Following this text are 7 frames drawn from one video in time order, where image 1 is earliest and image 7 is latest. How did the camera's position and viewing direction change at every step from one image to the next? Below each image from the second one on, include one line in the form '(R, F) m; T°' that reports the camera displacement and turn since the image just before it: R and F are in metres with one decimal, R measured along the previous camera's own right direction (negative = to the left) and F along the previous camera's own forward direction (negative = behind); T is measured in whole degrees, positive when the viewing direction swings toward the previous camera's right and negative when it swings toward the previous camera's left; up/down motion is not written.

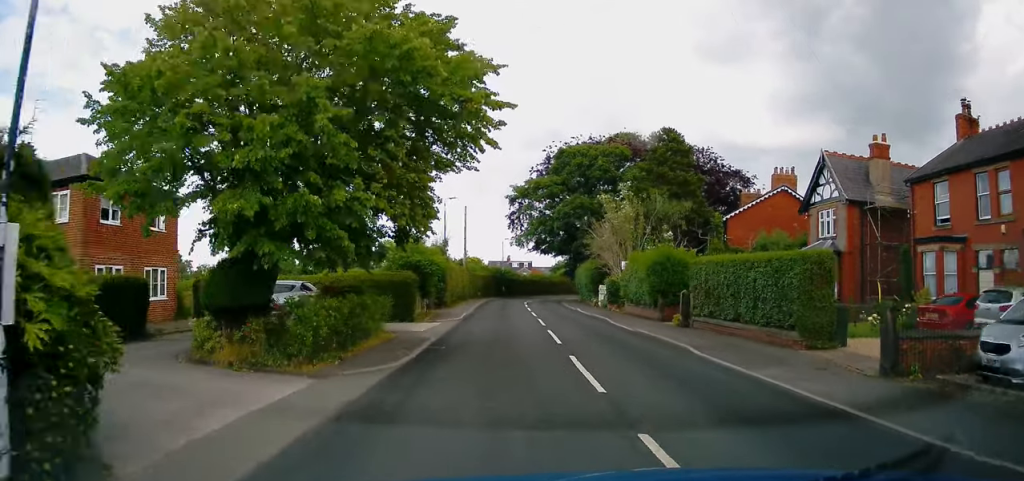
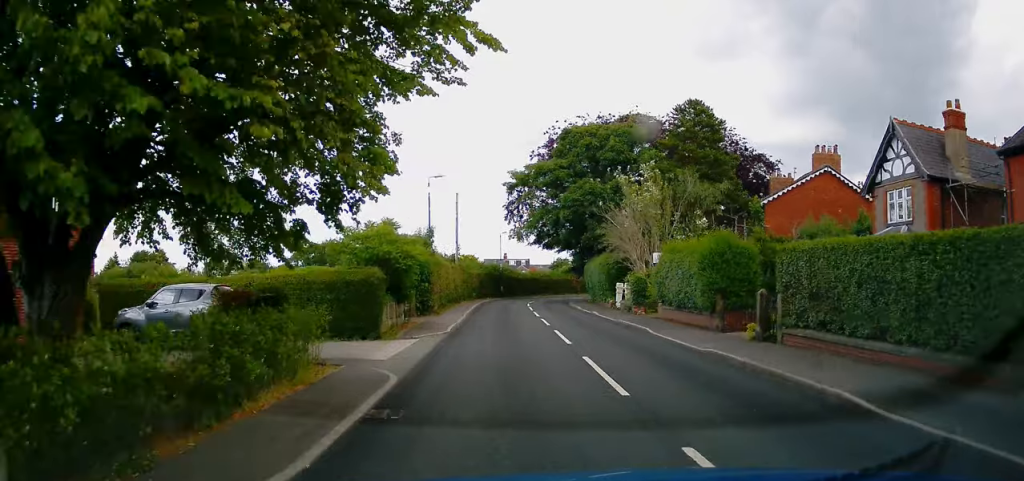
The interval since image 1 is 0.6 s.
(+0.2, +6.9) m; 0°
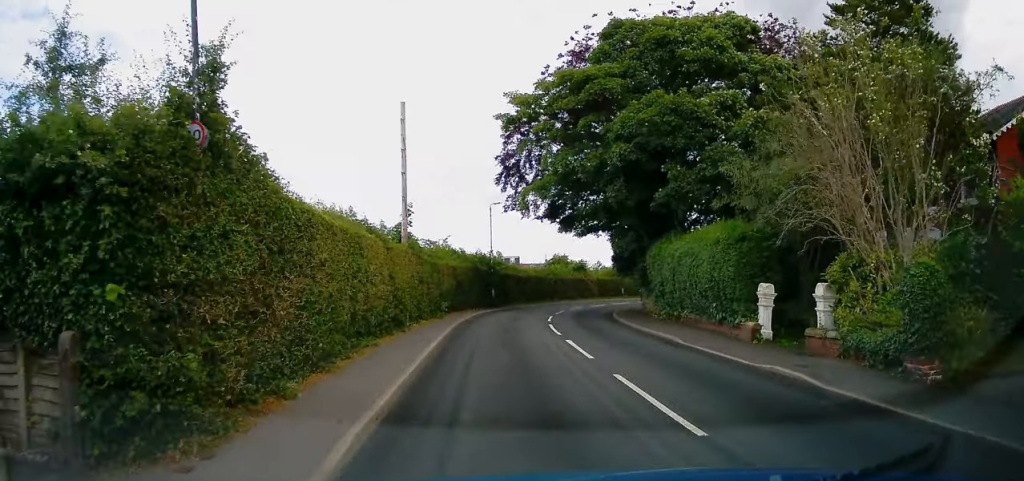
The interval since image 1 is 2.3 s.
(+0.2, +21.2) m; +1°
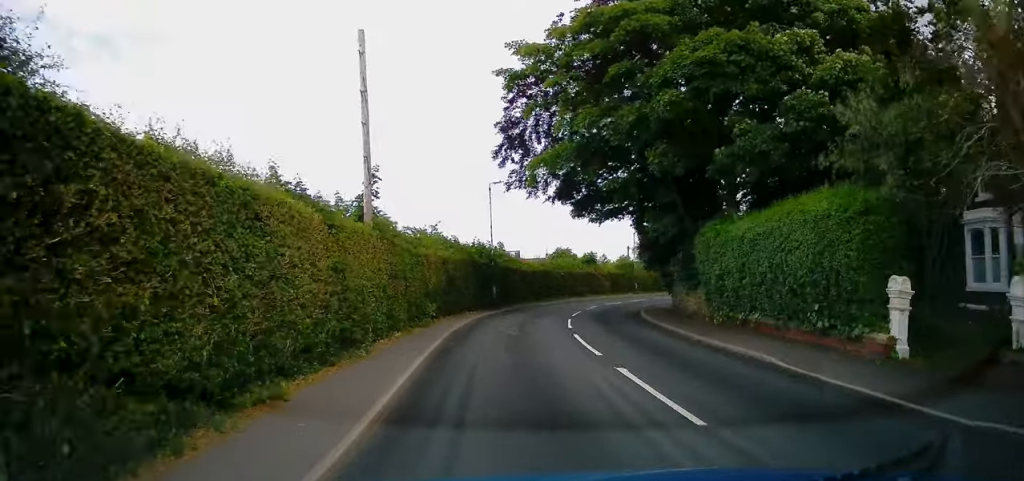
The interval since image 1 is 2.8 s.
(+0.1, +5.8) m; 0°
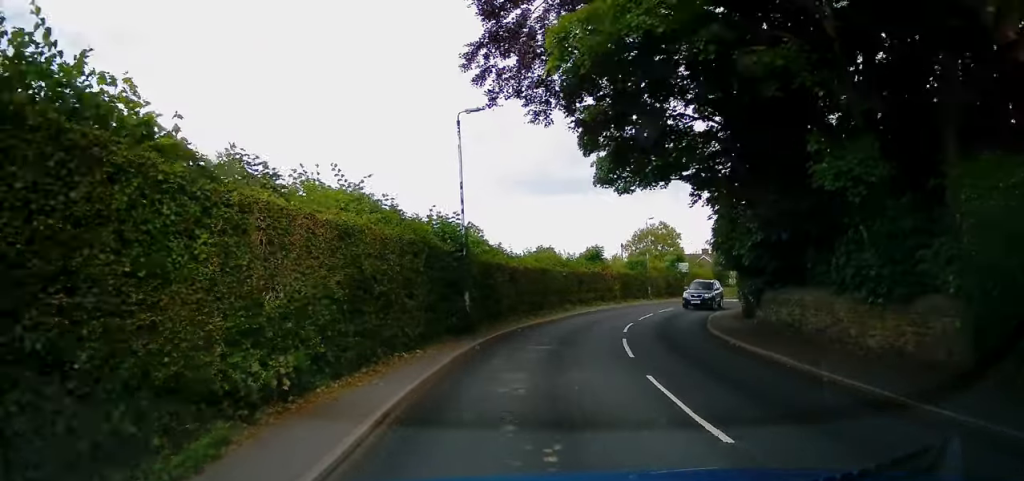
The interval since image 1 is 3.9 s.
(0.0, +12.9) m; +3°
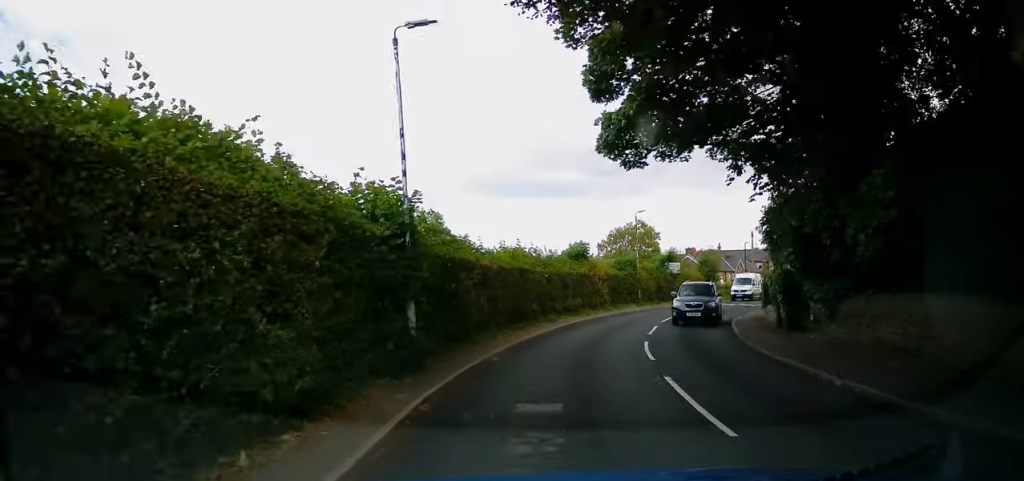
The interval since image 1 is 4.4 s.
(+0.2, +6.0) m; +3°
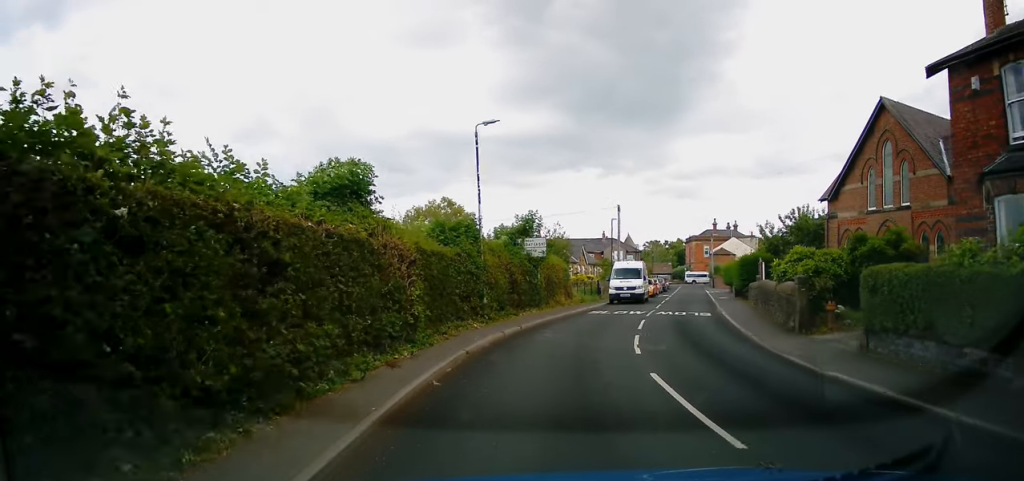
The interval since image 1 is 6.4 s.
(+3.1, +20.1) m; +20°
